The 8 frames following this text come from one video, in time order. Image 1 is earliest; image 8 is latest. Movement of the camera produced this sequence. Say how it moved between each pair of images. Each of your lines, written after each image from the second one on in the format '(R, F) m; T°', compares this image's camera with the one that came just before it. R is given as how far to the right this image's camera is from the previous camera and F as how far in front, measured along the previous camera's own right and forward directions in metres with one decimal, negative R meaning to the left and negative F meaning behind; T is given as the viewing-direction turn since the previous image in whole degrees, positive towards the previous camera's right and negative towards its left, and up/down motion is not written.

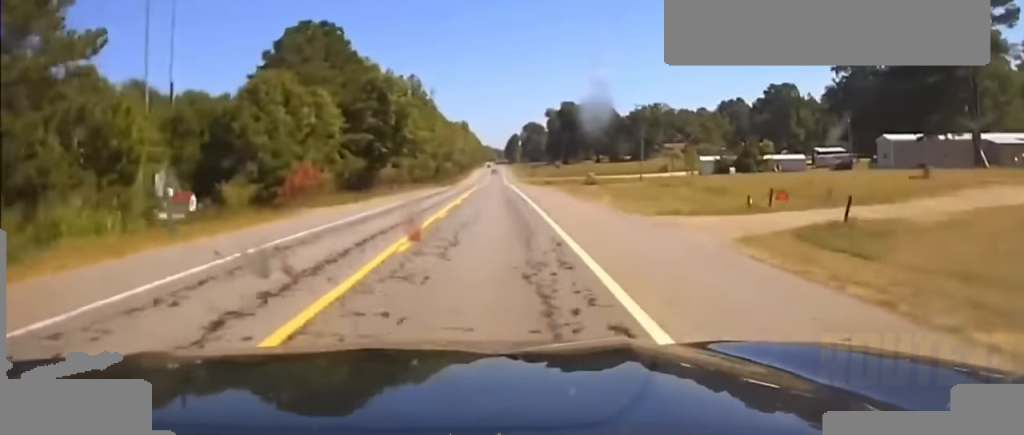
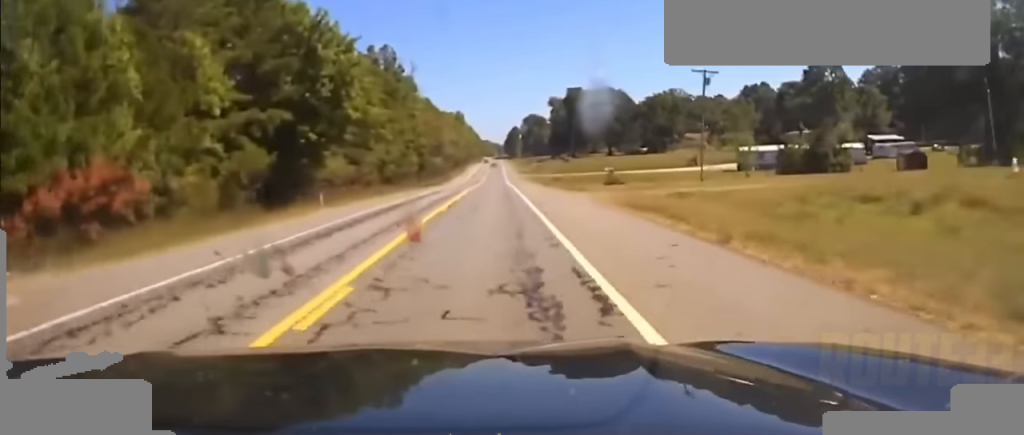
(-0.3, +41.1) m; 0°
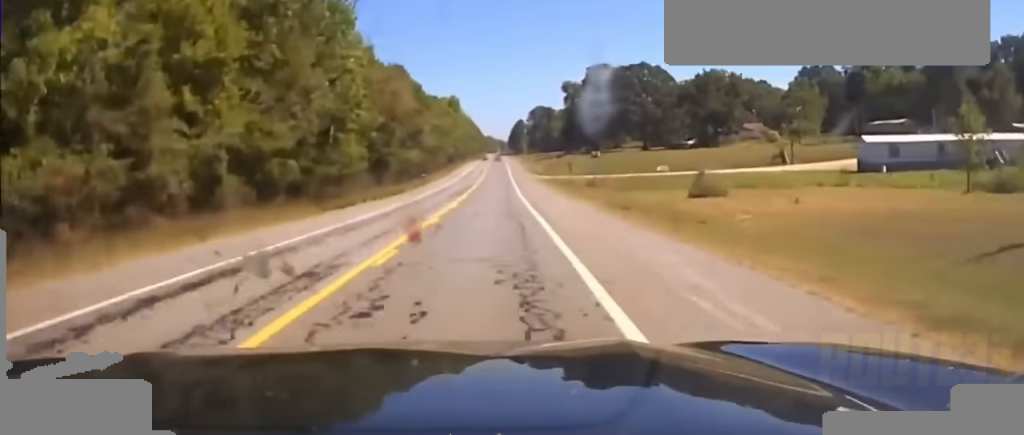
(+0.2, +57.6) m; 0°
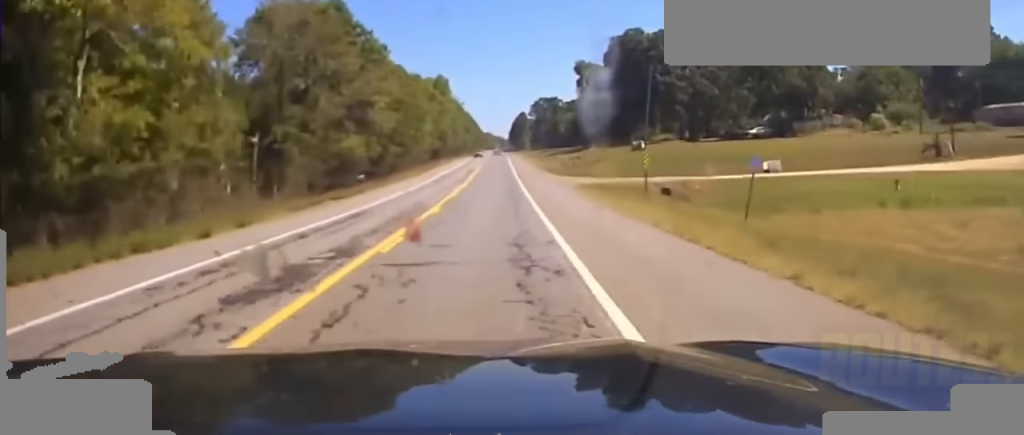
(0.0, +46.5) m; 0°
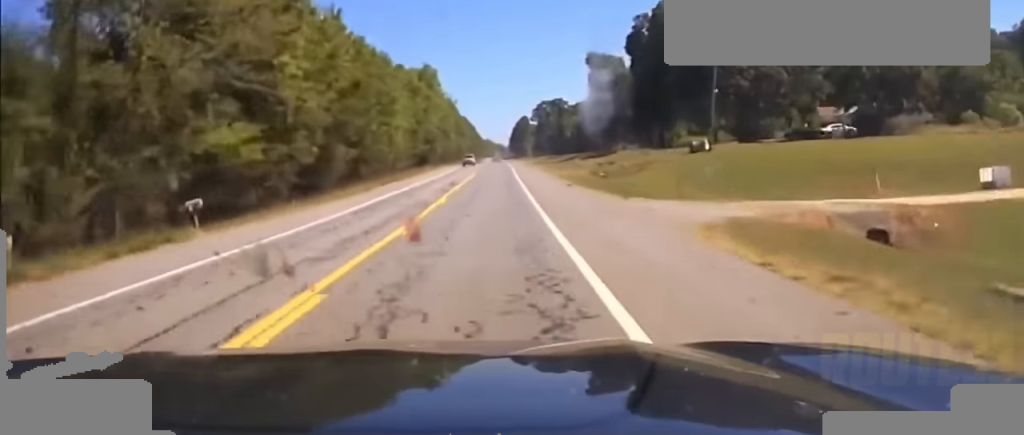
(-0.1, +29.5) m; 0°
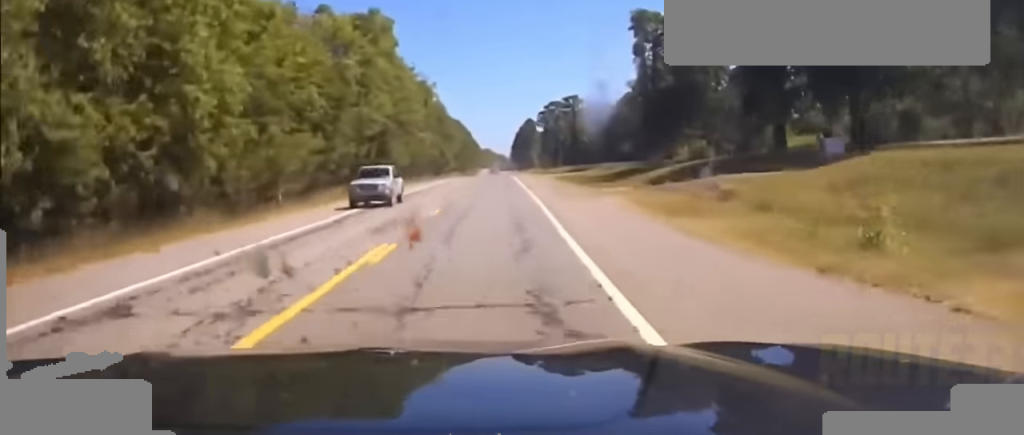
(+0.2, +56.1) m; 0°
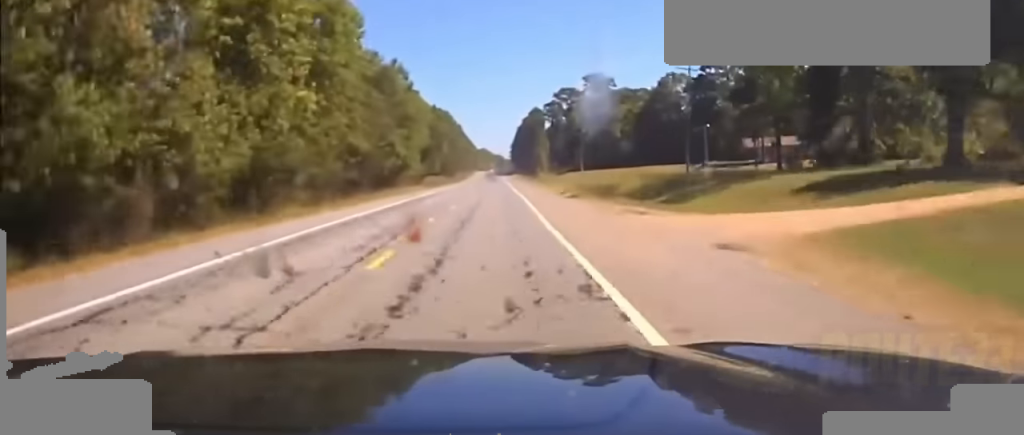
(-0.4, +68.9) m; 0°
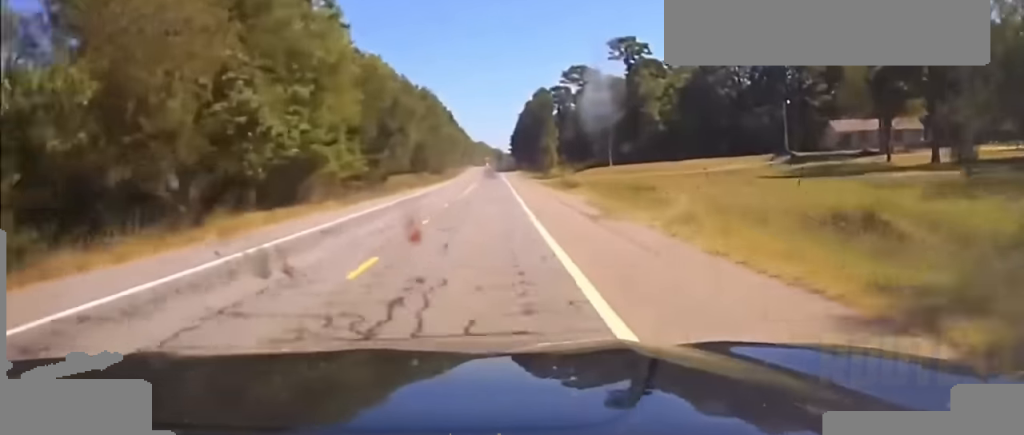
(+0.5, +50.5) m; 0°
